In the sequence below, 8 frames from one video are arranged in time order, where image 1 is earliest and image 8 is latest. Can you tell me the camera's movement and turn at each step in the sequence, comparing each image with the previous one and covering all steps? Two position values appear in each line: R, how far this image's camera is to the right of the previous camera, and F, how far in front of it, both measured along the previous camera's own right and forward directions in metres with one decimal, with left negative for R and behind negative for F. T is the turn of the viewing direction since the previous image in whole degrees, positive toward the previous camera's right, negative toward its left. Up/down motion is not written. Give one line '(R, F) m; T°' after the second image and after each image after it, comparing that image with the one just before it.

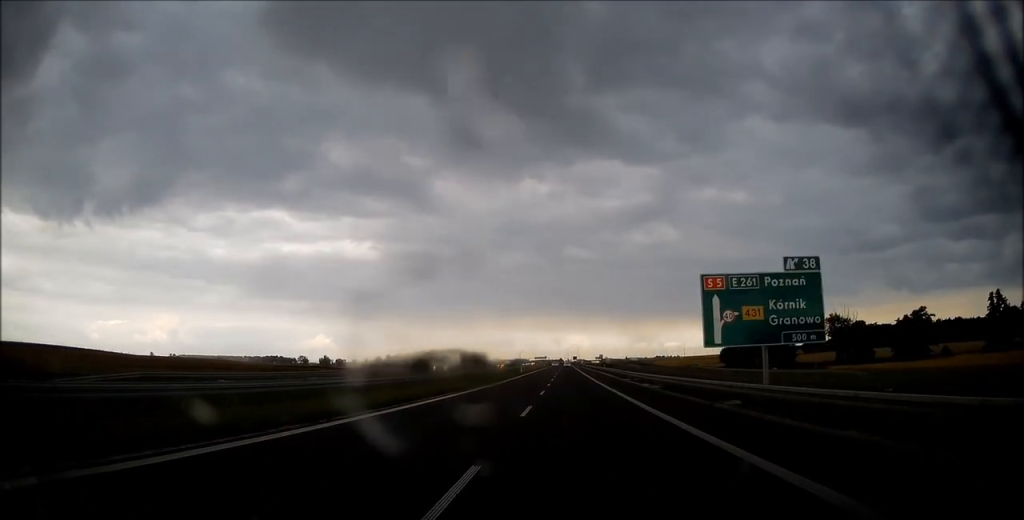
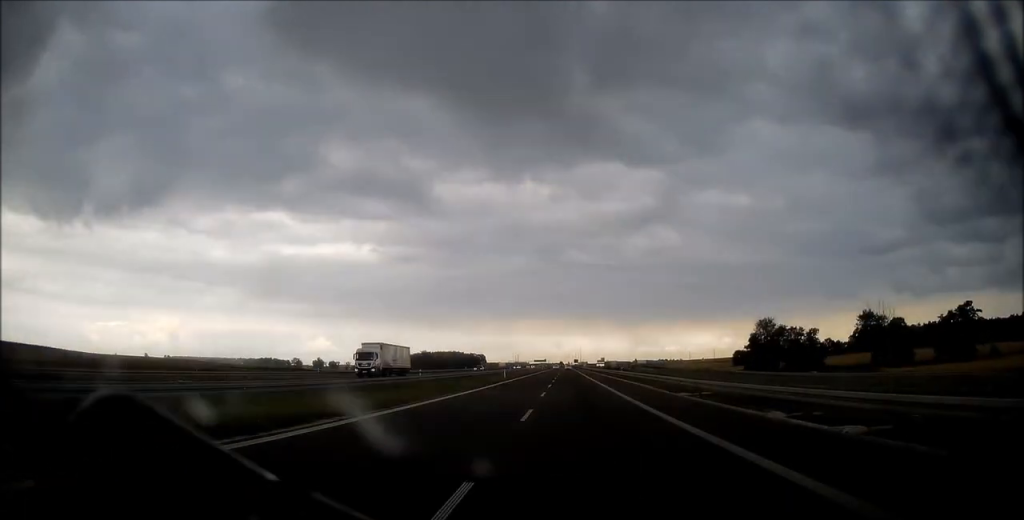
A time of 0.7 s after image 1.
(0.0, +24.9) m; 0°
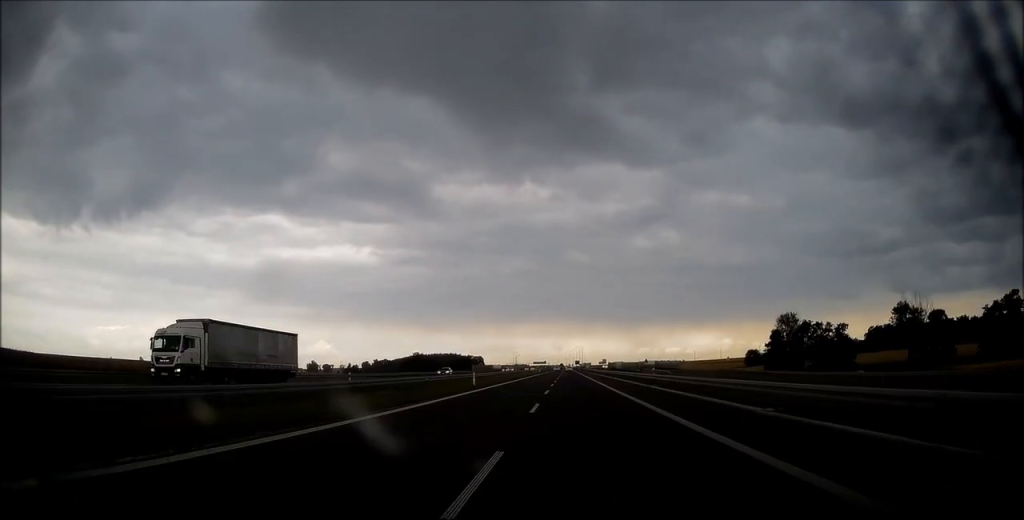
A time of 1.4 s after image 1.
(+0.1, +21.5) m; 0°
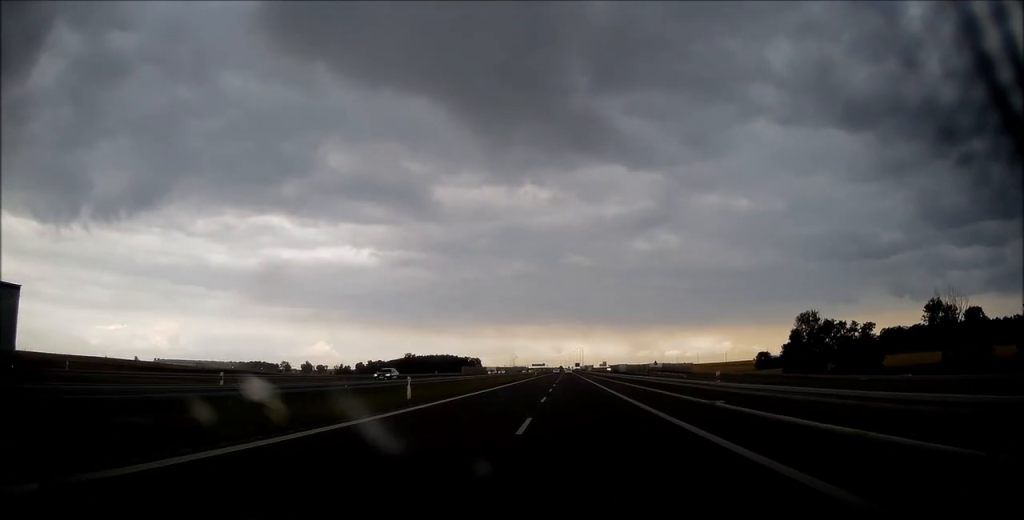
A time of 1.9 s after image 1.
(0.0, +17.0) m; 0°
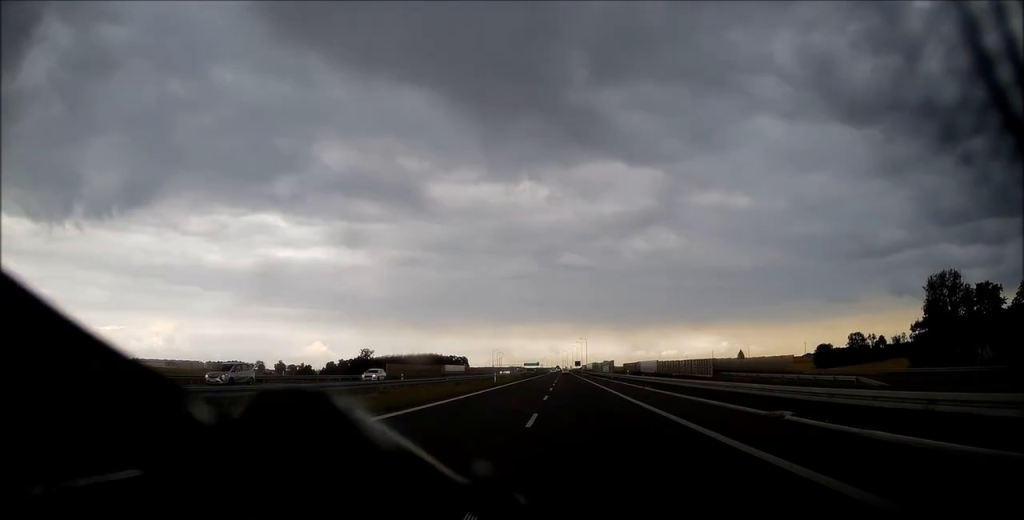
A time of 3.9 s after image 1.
(0.0, +70.3) m; 0°
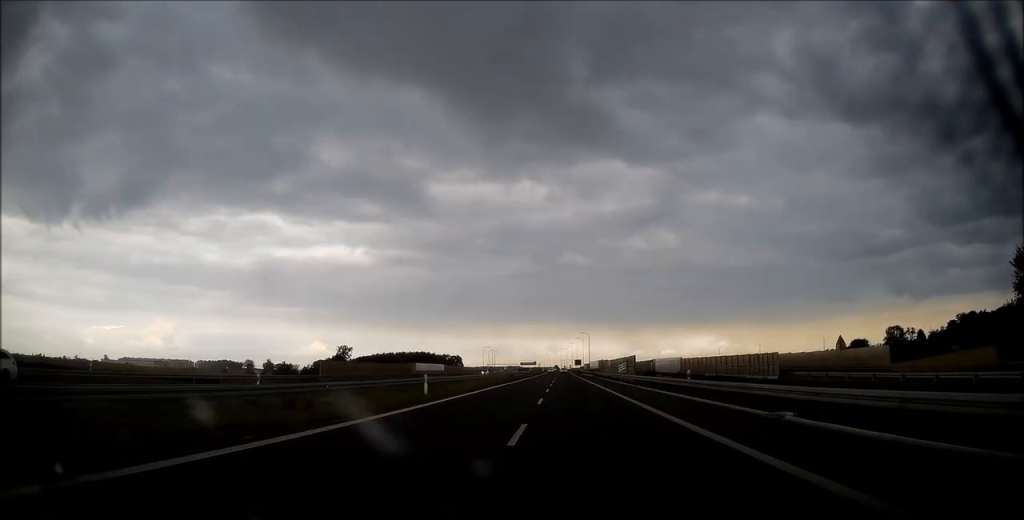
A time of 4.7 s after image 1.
(0.0, +27.3) m; 0°
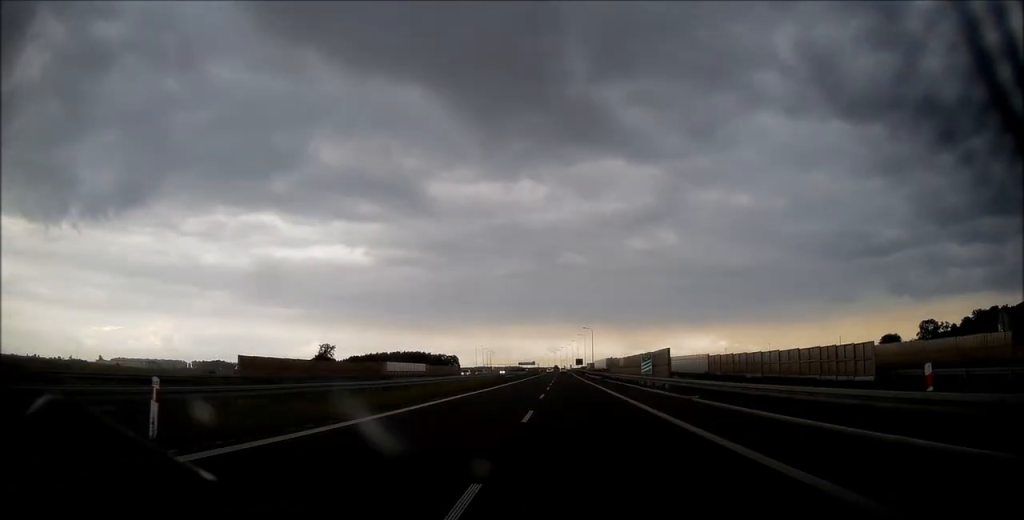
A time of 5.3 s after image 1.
(+0.1, +19.4) m; 0°
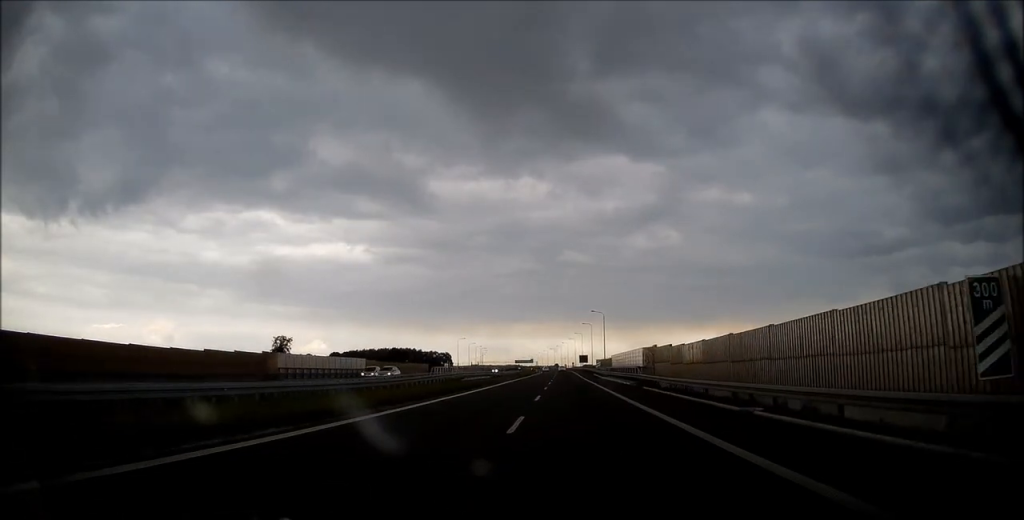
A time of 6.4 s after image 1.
(0.0, +38.8) m; 0°
